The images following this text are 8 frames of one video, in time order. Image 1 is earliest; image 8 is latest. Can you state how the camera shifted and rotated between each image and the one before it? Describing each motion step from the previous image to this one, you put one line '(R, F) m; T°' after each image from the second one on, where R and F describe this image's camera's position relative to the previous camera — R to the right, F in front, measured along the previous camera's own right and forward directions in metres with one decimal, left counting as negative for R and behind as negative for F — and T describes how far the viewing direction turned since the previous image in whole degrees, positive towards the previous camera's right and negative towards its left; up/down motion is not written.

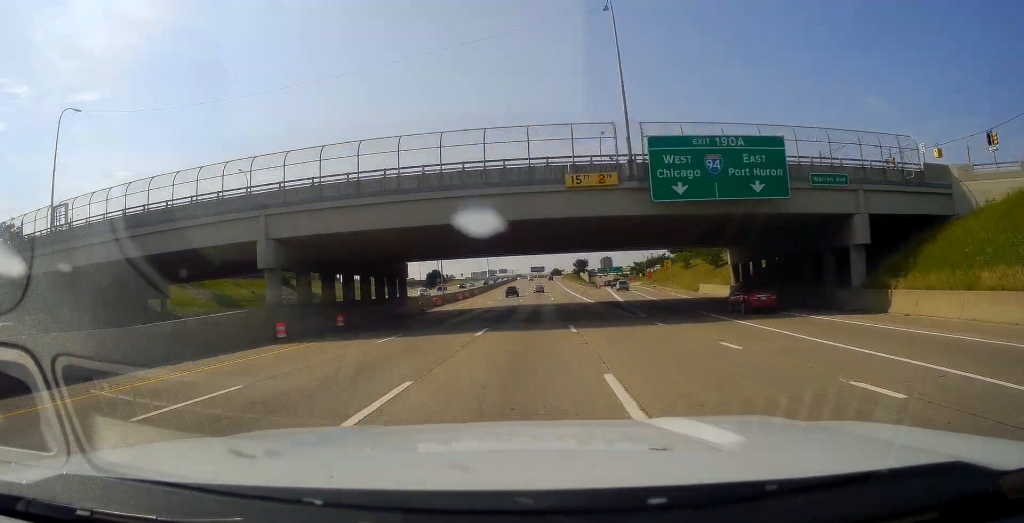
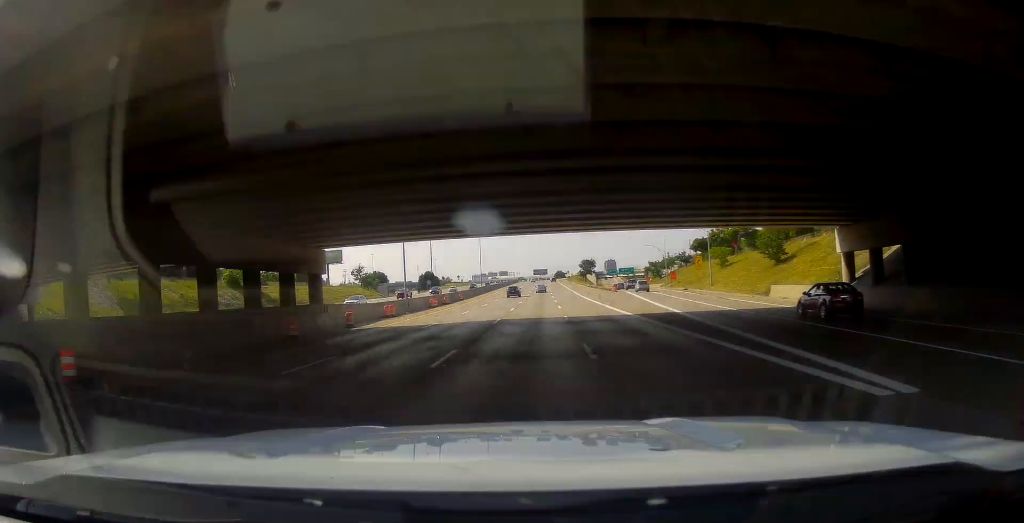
(-0.1, +23.3) m; 0°
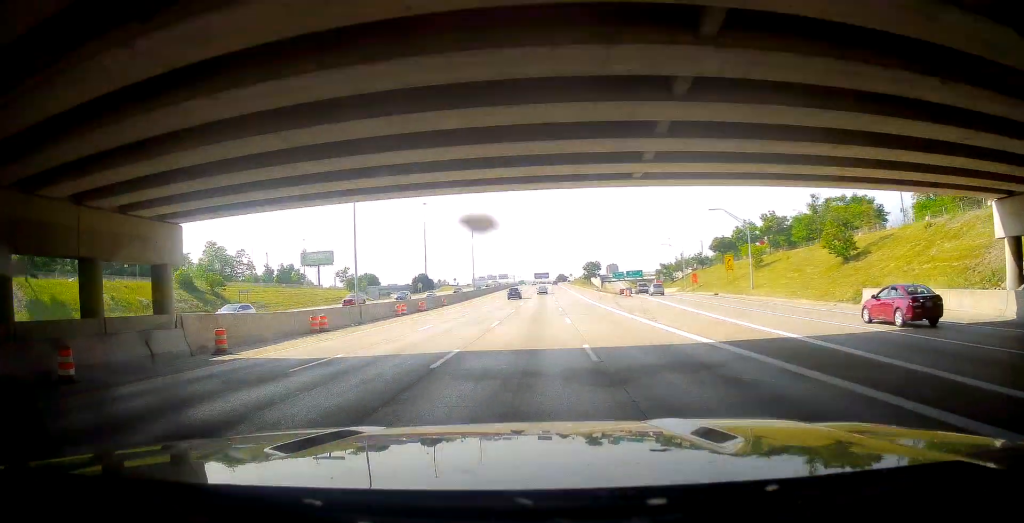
(-0.1, +16.0) m; 0°
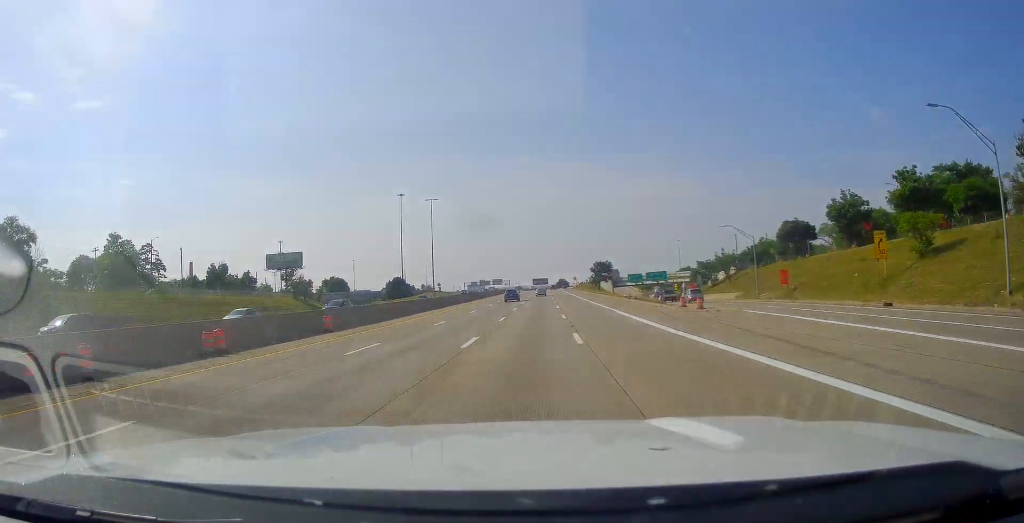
(+0.2, +41.1) m; 0°
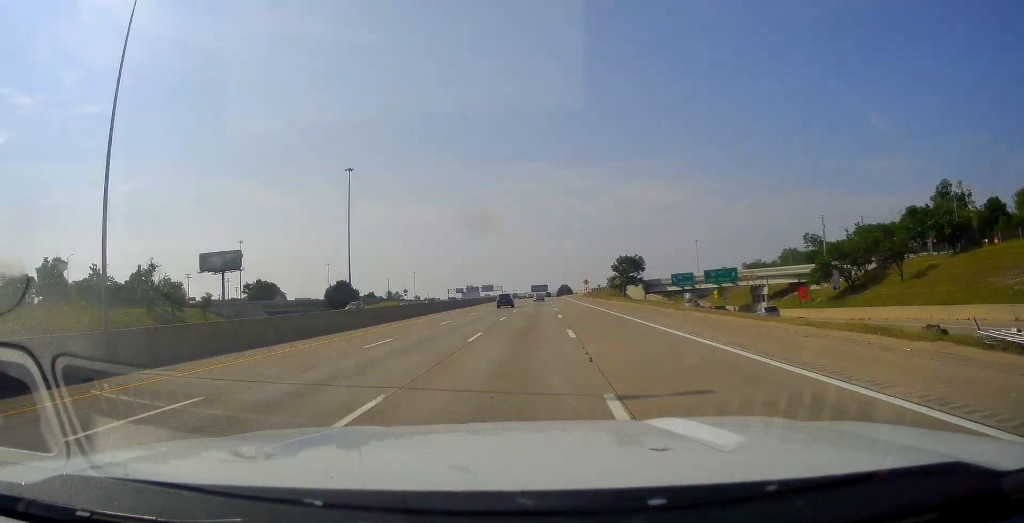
(-0.3, +59.2) m; 0°
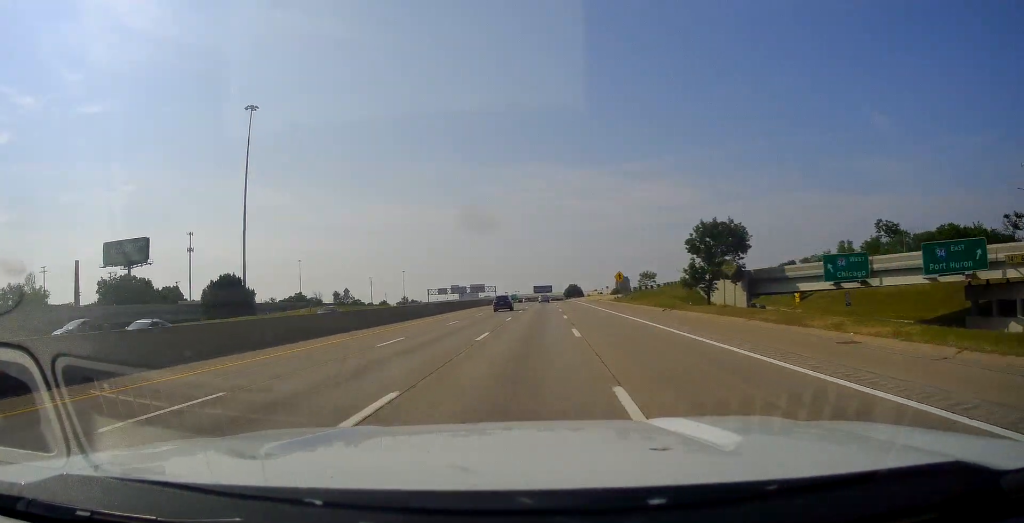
(+0.4, +60.3) m; 0°
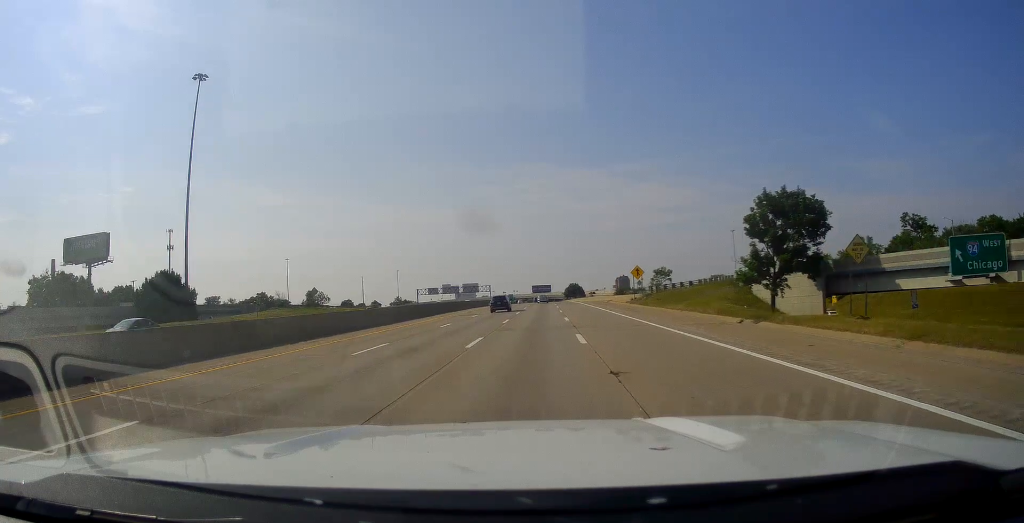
(-0.2, +18.0) m; -1°
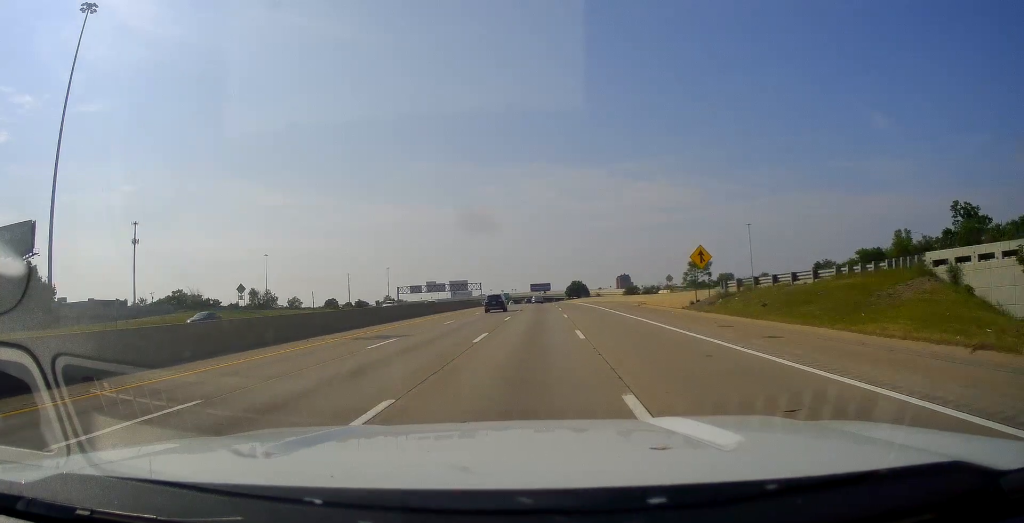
(-0.2, +28.8) m; 0°
